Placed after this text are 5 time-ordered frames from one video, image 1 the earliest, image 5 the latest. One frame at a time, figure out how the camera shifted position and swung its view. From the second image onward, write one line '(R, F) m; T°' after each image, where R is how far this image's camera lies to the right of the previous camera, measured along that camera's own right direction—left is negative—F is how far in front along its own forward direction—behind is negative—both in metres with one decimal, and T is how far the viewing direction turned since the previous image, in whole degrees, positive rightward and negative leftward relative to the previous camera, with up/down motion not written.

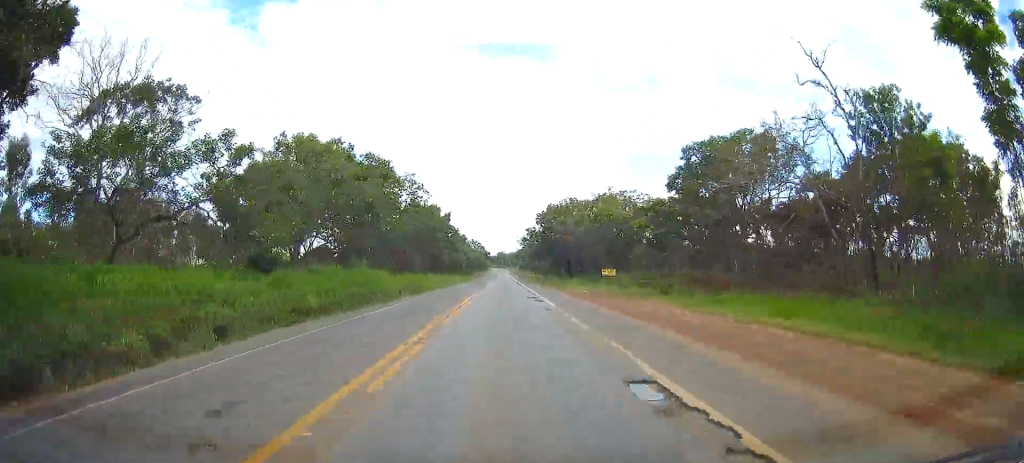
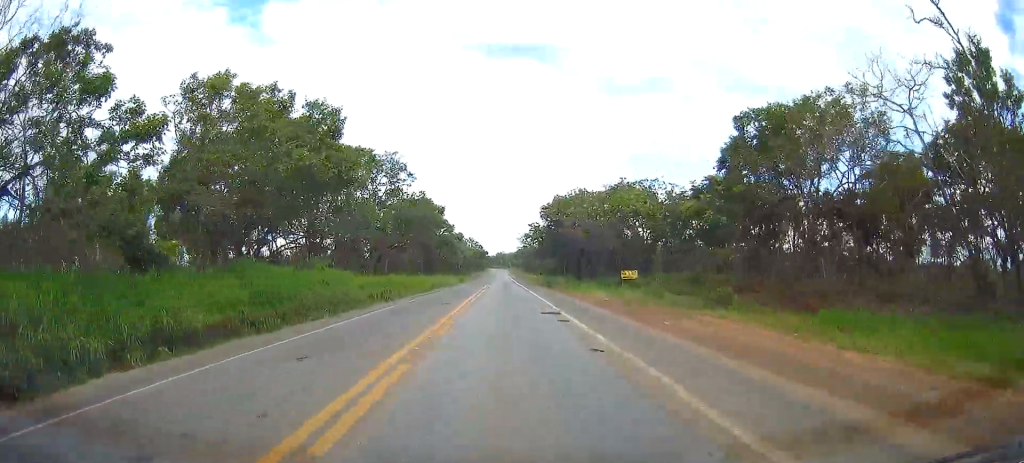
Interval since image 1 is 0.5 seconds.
(-0.1, +10.2) m; 0°
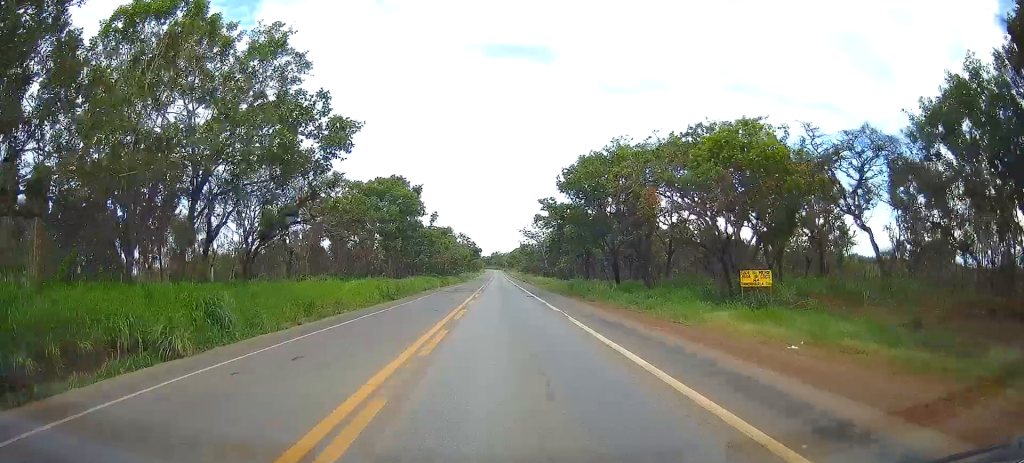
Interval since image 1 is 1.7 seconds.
(-0.1, +26.4) m; 0°
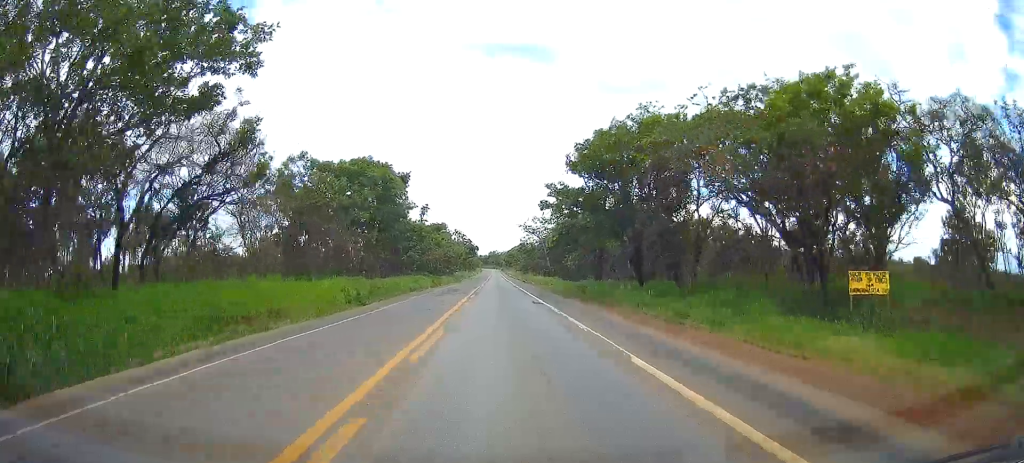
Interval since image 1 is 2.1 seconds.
(+0.2, +8.9) m; 0°
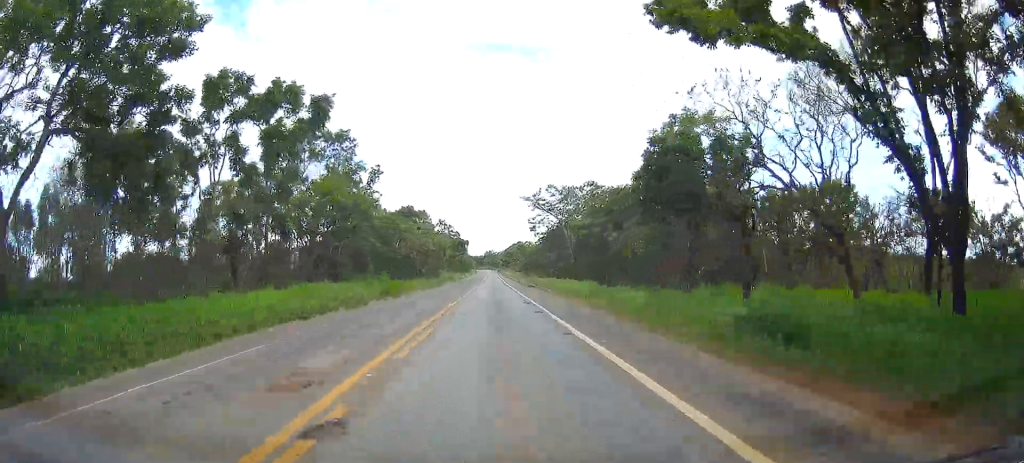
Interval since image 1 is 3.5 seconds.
(-0.7, +31.2) m; -1°
